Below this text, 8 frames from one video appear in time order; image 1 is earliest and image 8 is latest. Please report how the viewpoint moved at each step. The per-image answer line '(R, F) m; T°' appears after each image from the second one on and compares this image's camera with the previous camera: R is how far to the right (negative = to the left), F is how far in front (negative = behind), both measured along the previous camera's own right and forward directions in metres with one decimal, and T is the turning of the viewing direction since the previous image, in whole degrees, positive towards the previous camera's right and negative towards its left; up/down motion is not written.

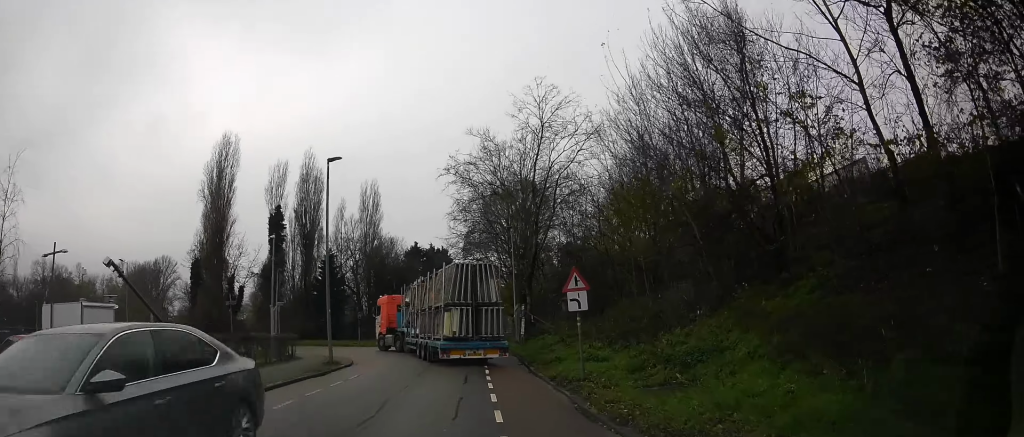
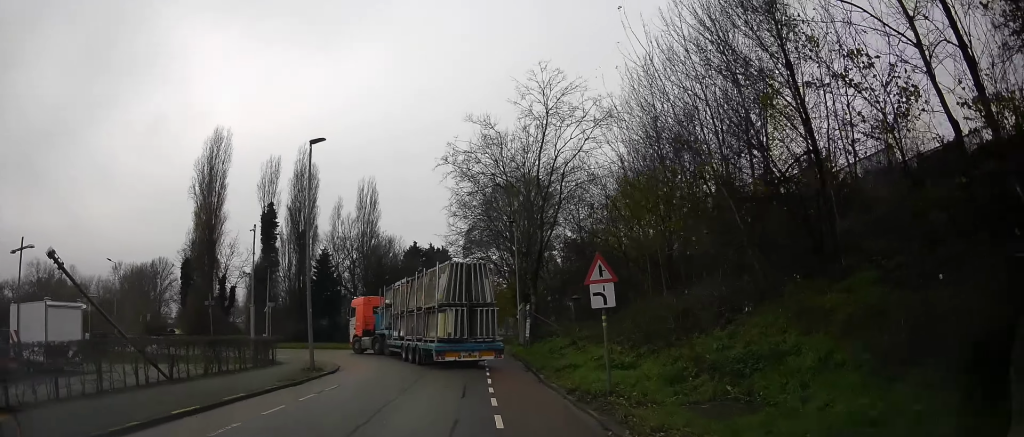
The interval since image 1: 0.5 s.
(+0.6, +2.2) m; 0°
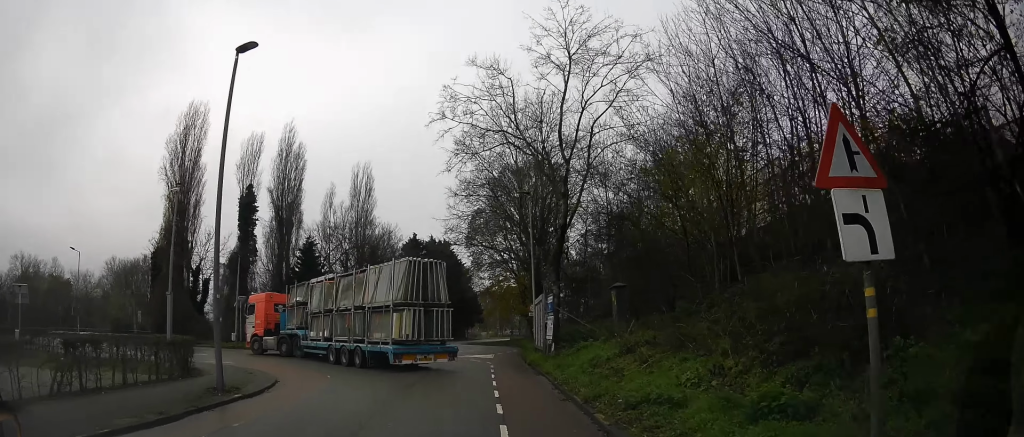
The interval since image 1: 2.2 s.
(-0.2, +6.7) m; +1°
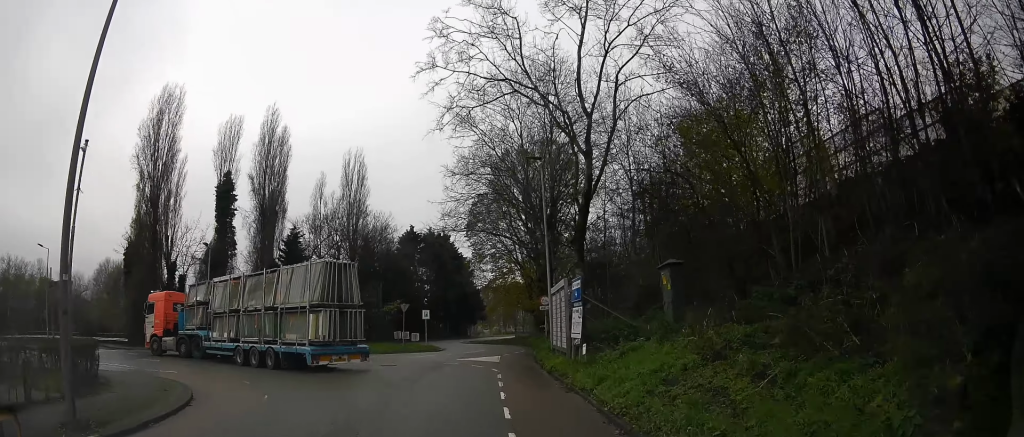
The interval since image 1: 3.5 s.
(-0.9, +5.0) m; -9°
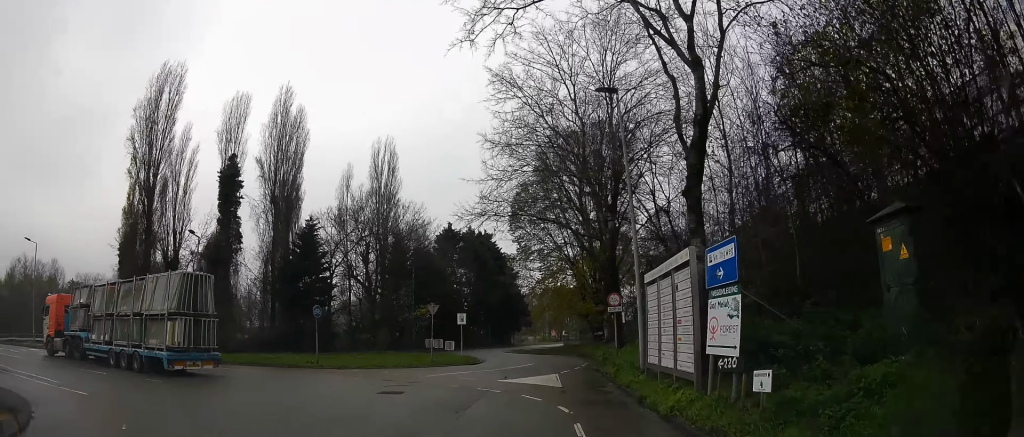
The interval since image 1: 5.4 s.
(0.0, +6.7) m; +8°
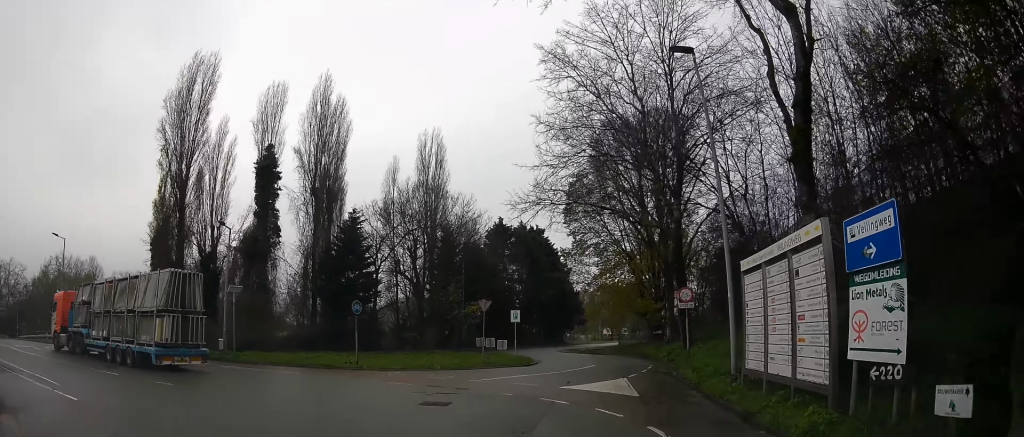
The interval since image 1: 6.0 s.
(+0.5, +2.1) m; -4°
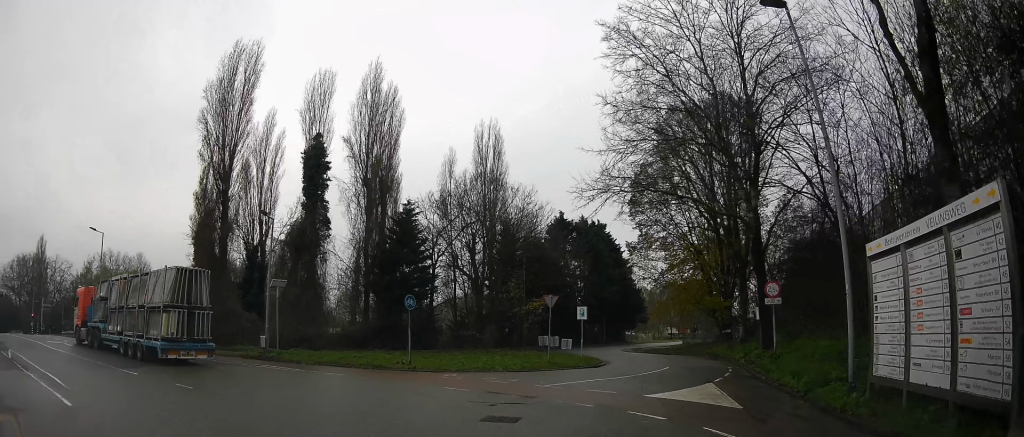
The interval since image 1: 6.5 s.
(+0.8, +1.8) m; -5°
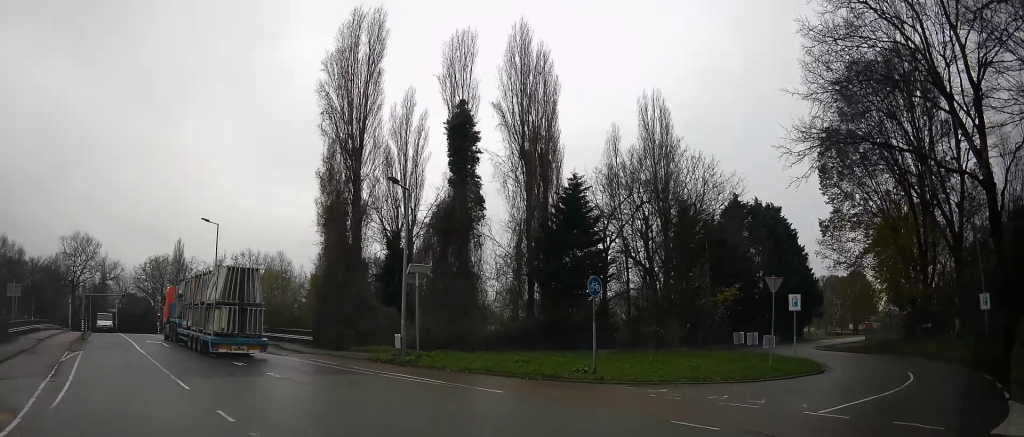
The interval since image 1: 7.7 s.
(-2.0, +4.7) m; -24°
